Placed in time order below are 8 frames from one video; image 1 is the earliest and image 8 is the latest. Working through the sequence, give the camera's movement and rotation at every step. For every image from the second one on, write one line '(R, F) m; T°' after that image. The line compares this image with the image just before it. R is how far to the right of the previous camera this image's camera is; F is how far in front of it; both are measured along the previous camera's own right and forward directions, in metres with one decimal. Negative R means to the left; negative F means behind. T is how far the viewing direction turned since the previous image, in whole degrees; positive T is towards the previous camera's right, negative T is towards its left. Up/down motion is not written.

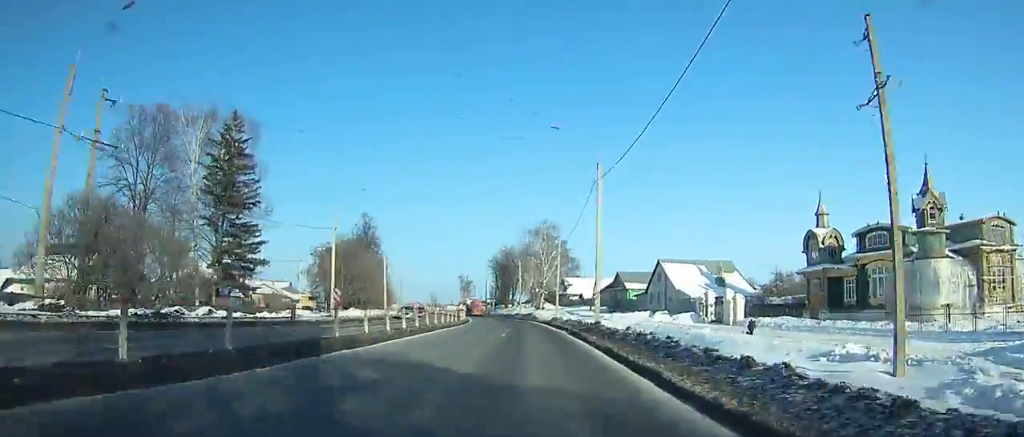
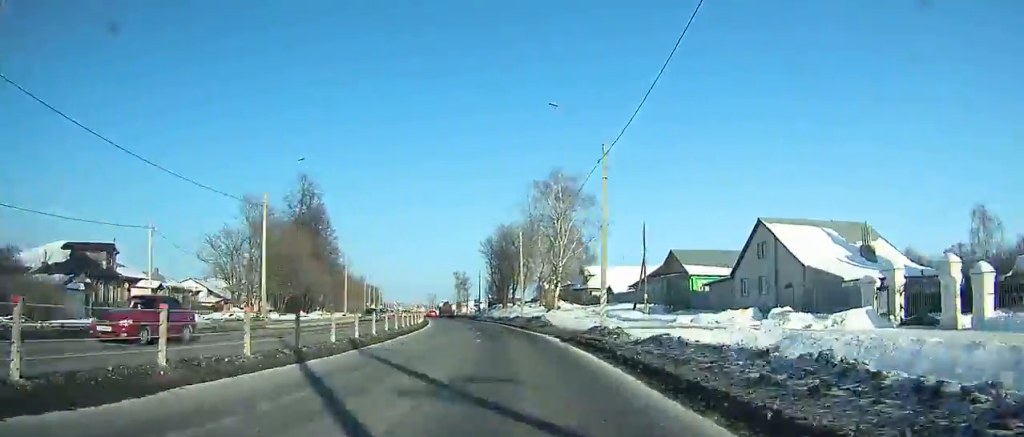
(-0.9, +34.9) m; -3°
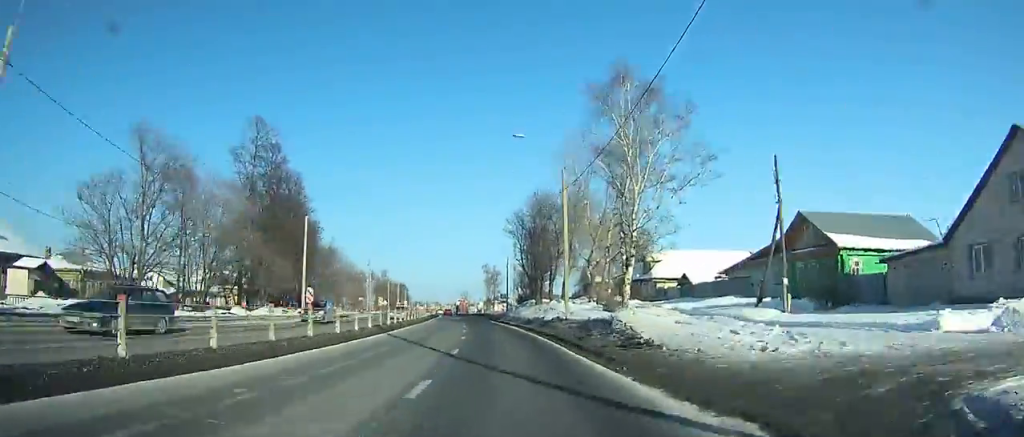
(+0.1, +24.7) m; -2°
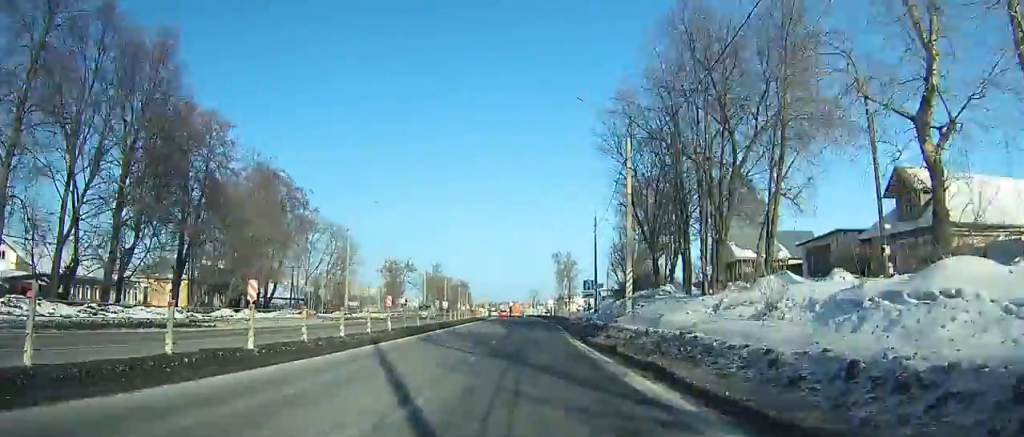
(-2.2, +40.4) m; -3°
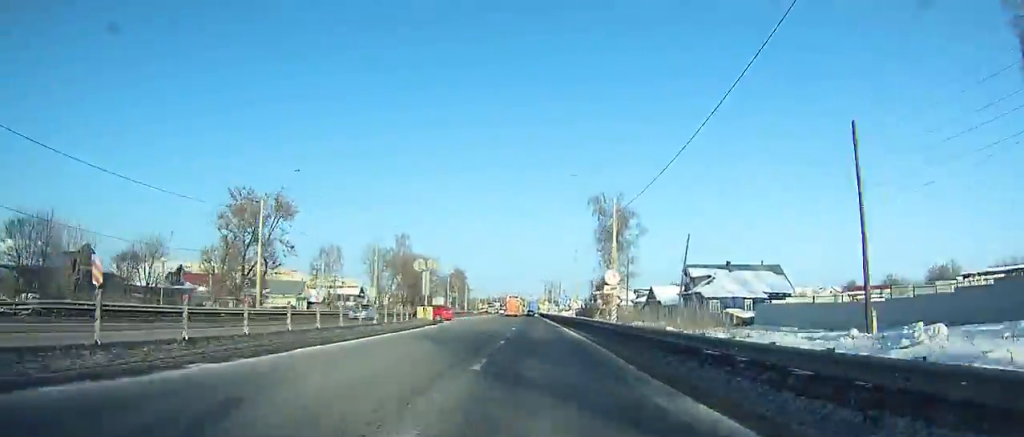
(-1.6, +71.0) m; -3°
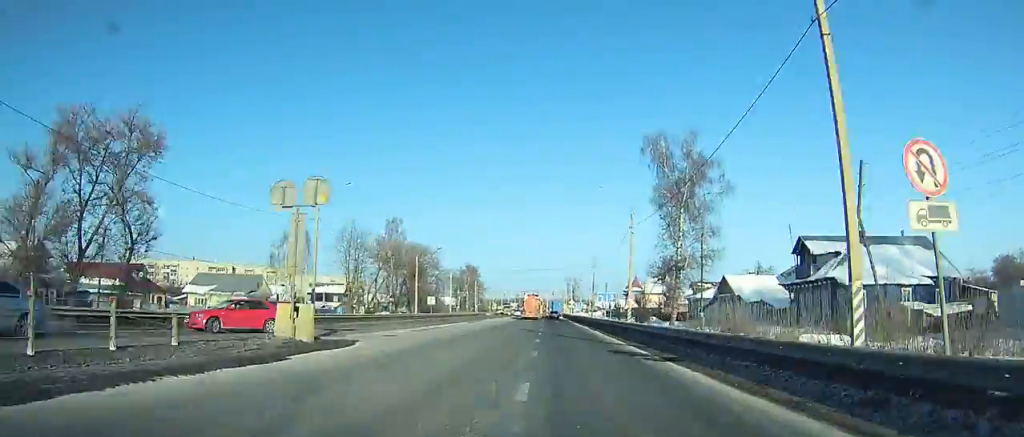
(-0.2, +24.7) m; -1°
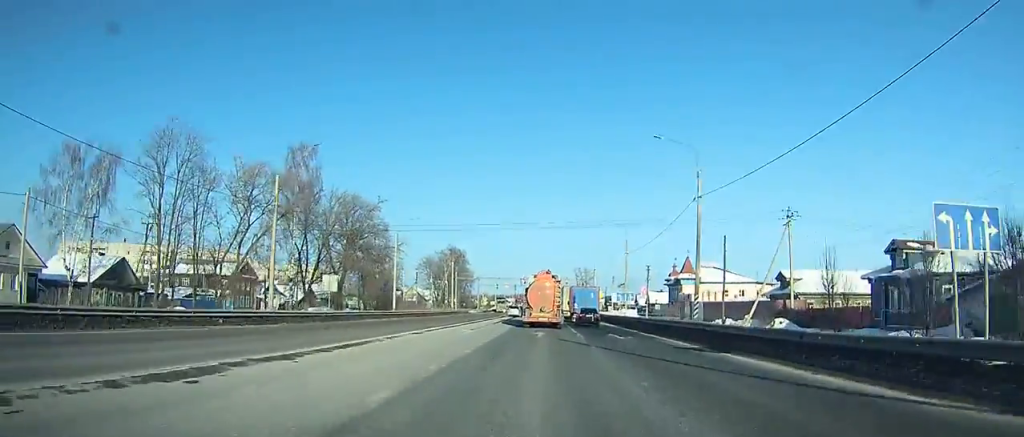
(-1.0, +38.9) m; -2°
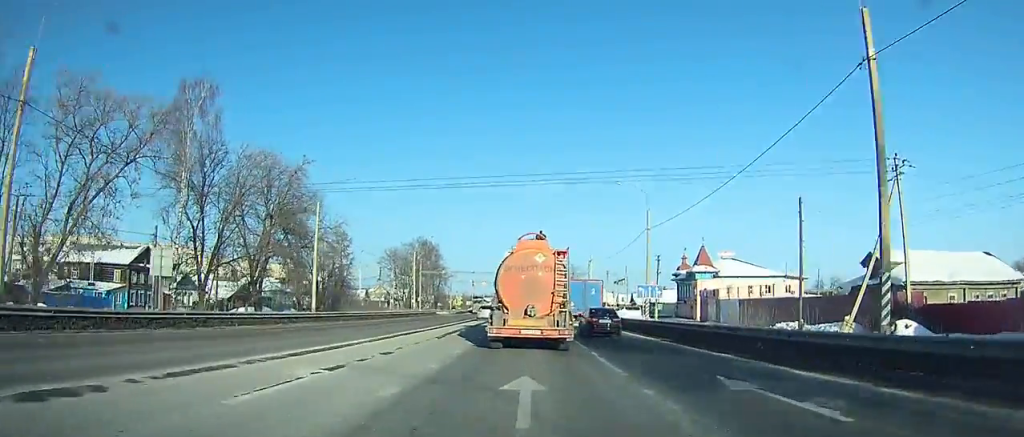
(-0.1, +17.4) m; 0°
